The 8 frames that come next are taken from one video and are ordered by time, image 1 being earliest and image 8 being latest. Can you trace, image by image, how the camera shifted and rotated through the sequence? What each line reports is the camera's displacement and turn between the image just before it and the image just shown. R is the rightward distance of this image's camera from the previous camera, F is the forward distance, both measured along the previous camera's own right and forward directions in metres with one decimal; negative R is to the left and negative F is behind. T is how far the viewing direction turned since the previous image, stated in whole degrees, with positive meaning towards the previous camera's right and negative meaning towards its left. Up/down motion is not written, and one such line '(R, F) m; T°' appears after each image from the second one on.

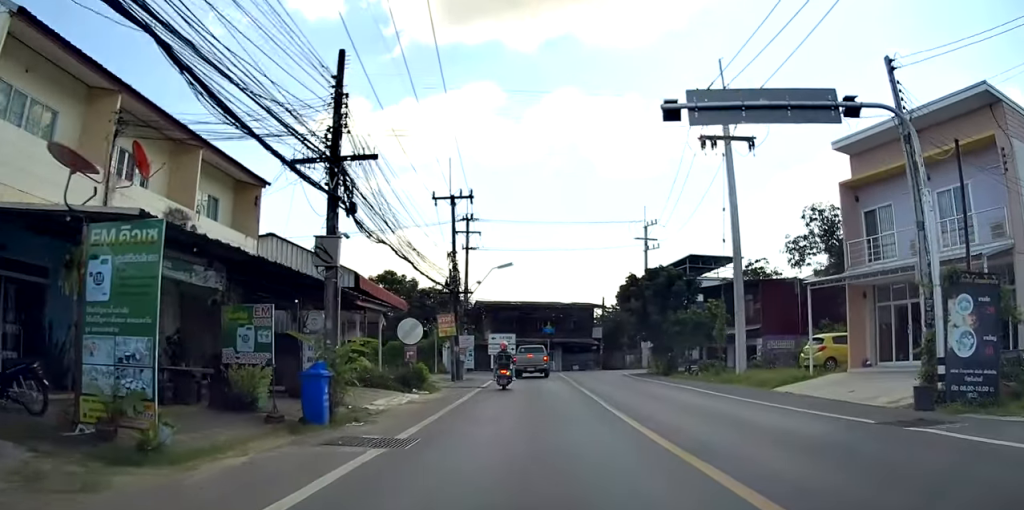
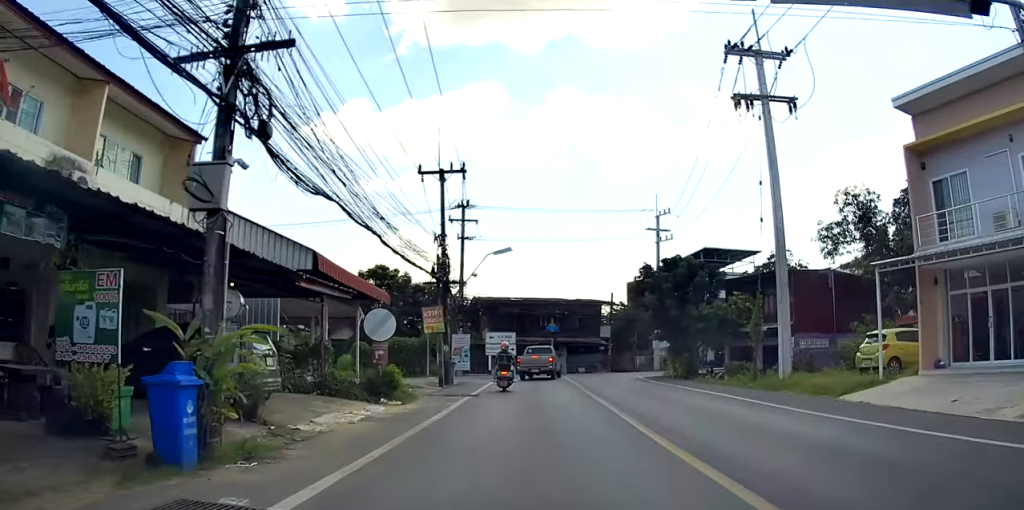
(-0.2, +4.7) m; -2°
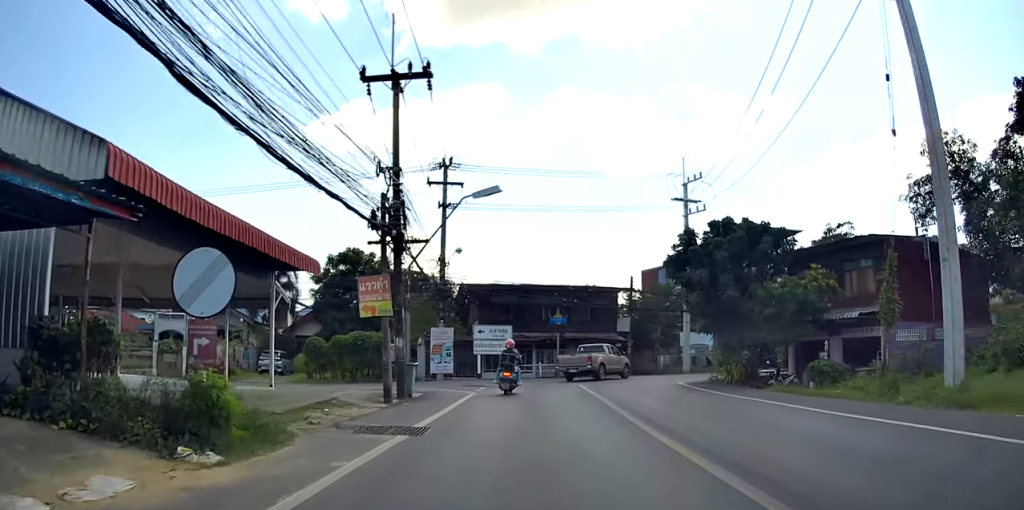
(+0.2, +9.4) m; +2°
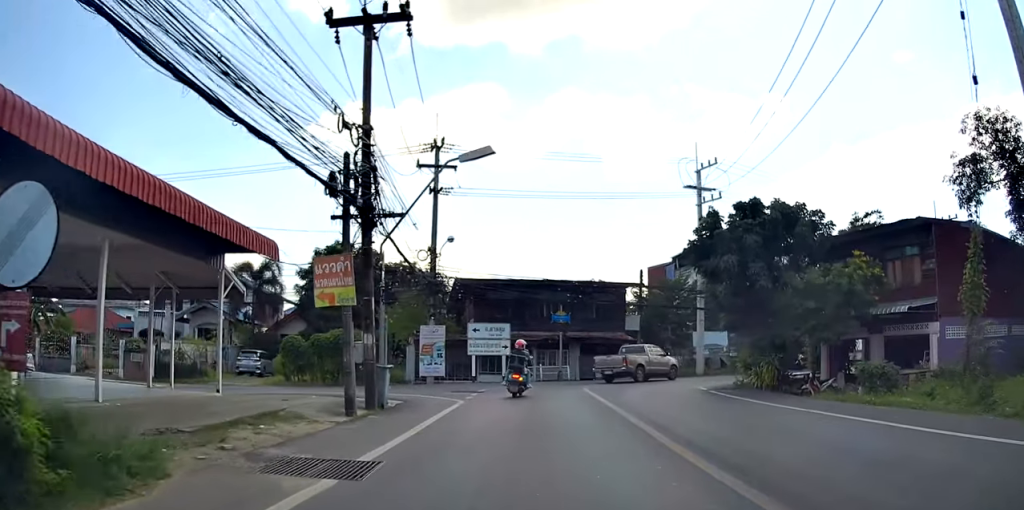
(+0.2, +3.5) m; -1°
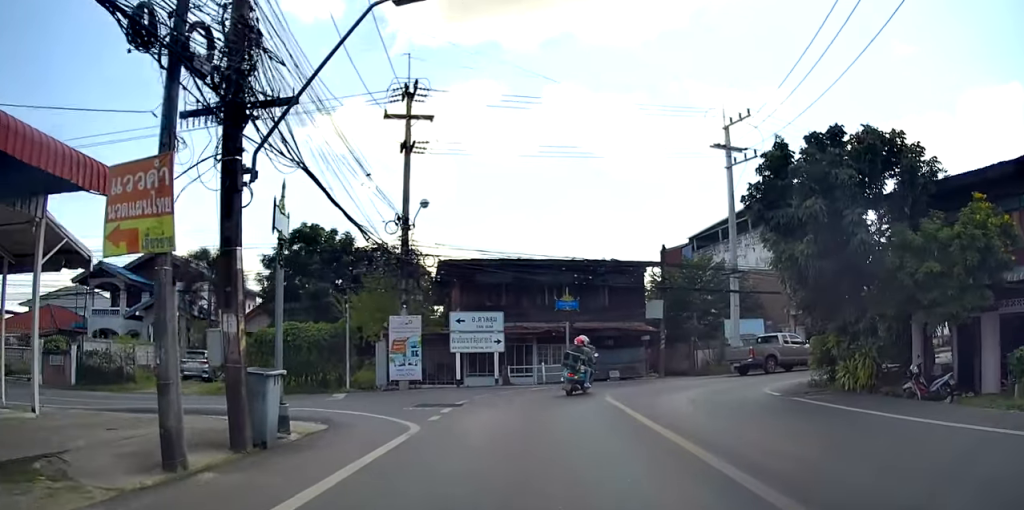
(-0.4, +6.8) m; -6°
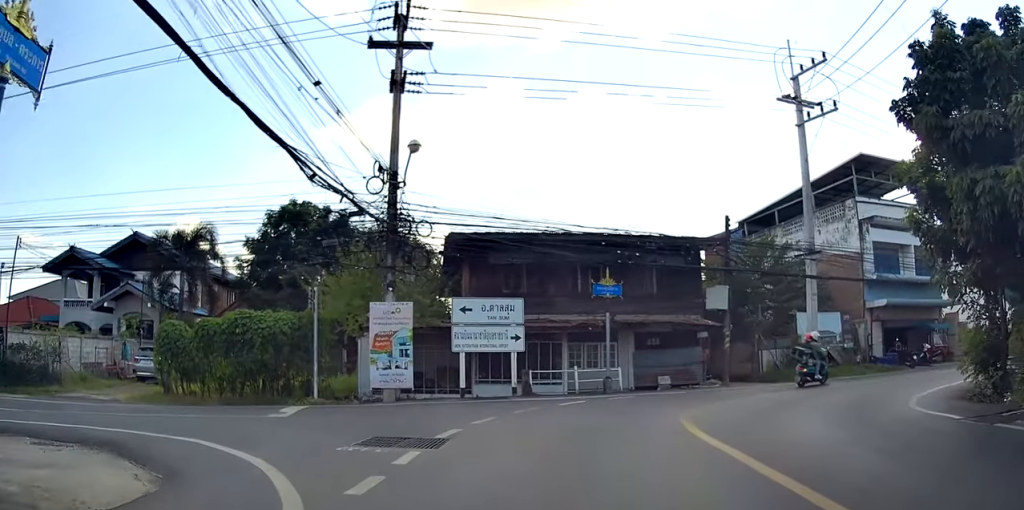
(-0.1, +7.0) m; 0°
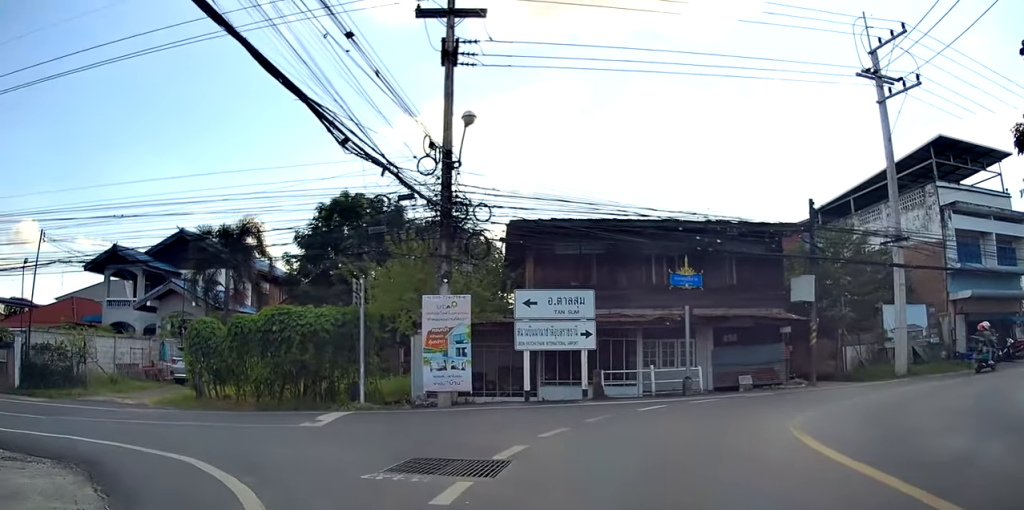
(+0.2, +2.5) m; -3°
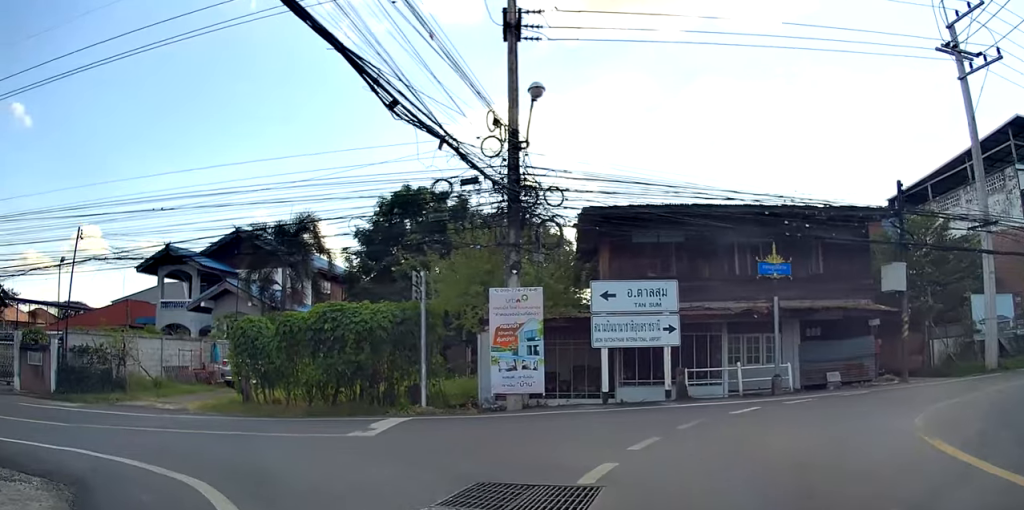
(-0.3, +1.6) m; -18°
